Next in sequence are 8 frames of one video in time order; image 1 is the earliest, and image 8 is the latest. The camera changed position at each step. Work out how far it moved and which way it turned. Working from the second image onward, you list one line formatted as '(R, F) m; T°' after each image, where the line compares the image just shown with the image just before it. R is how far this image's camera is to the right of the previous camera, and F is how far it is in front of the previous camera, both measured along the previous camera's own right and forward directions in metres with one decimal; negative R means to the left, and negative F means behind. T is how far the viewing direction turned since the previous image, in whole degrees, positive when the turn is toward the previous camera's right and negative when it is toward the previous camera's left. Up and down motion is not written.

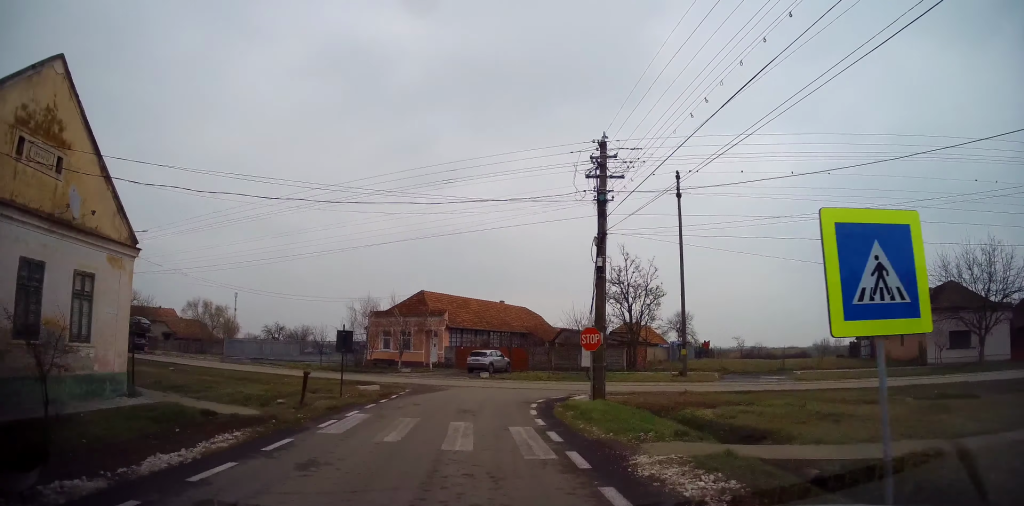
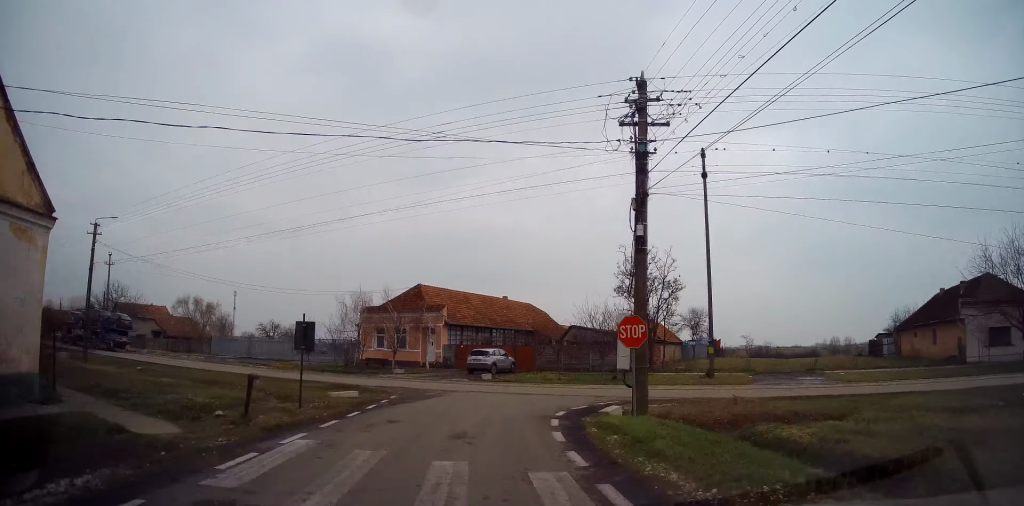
(0.0, +4.1) m; 0°
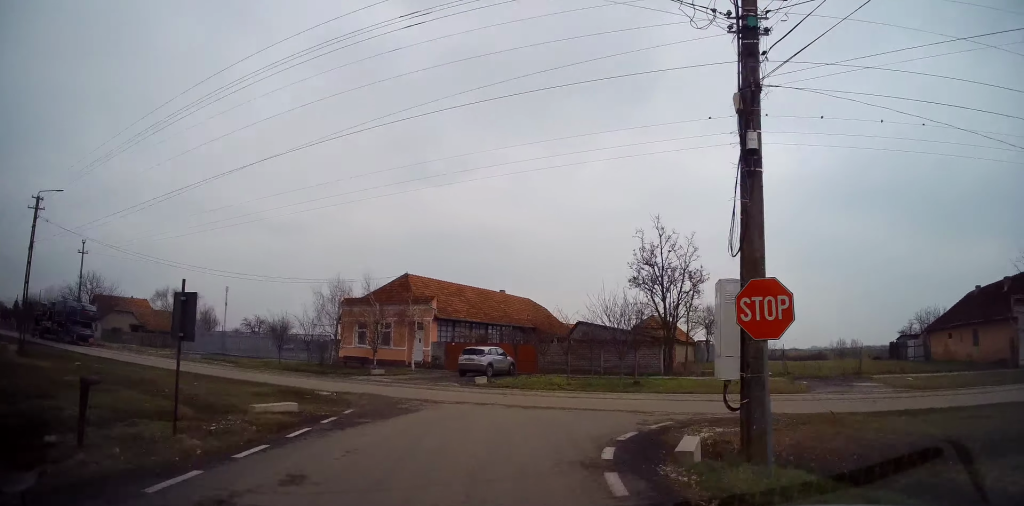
(0.0, +5.6) m; 0°
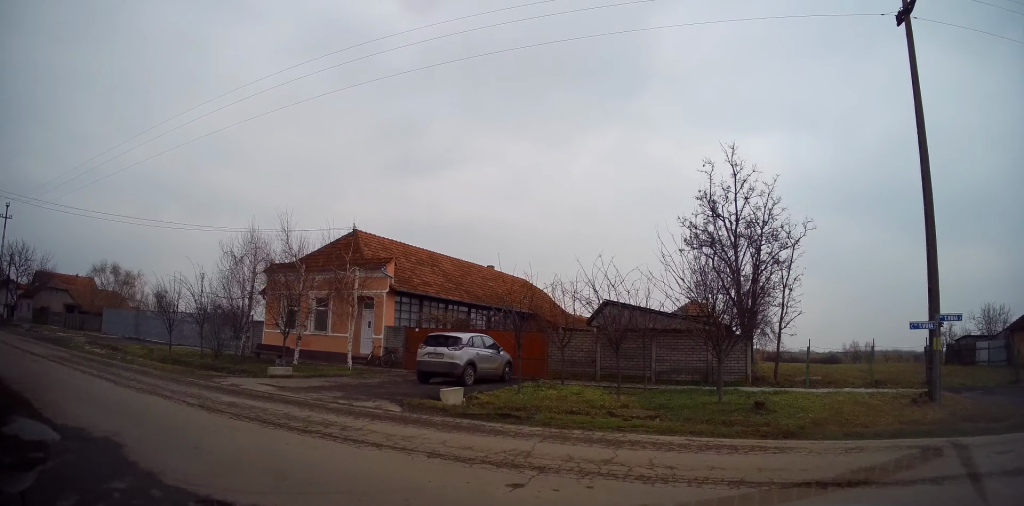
(+0.1, +14.5) m; -1°
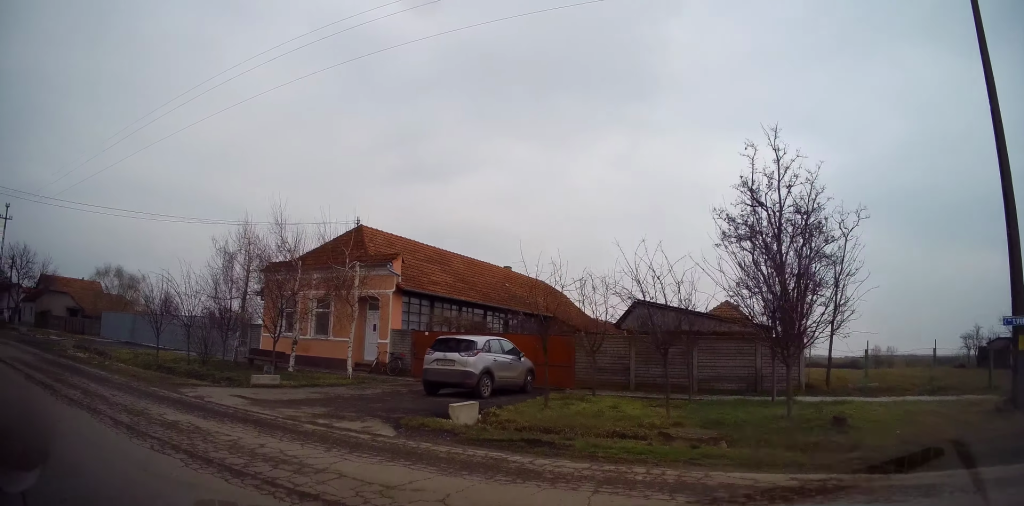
(-0.5, +5.0) m; -14°
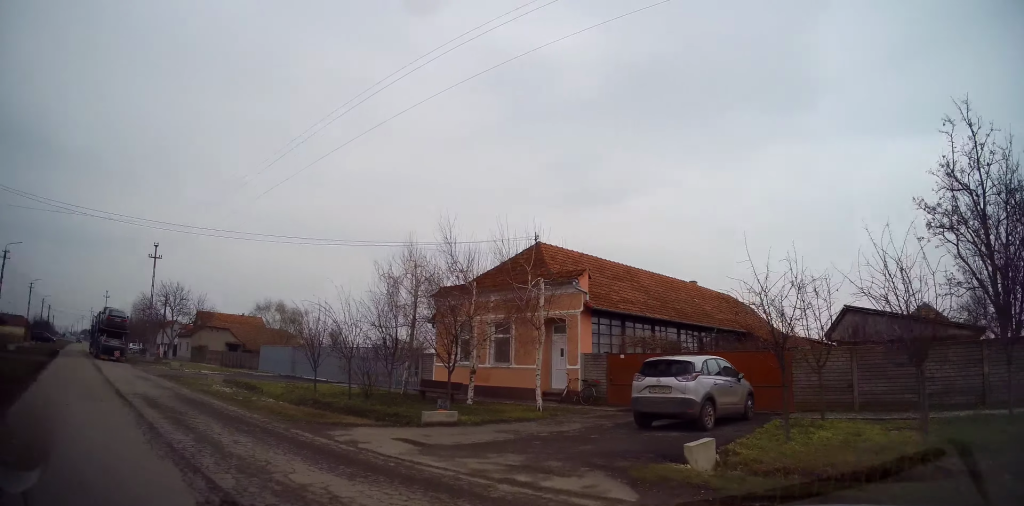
(-0.4, +3.2) m; -16°
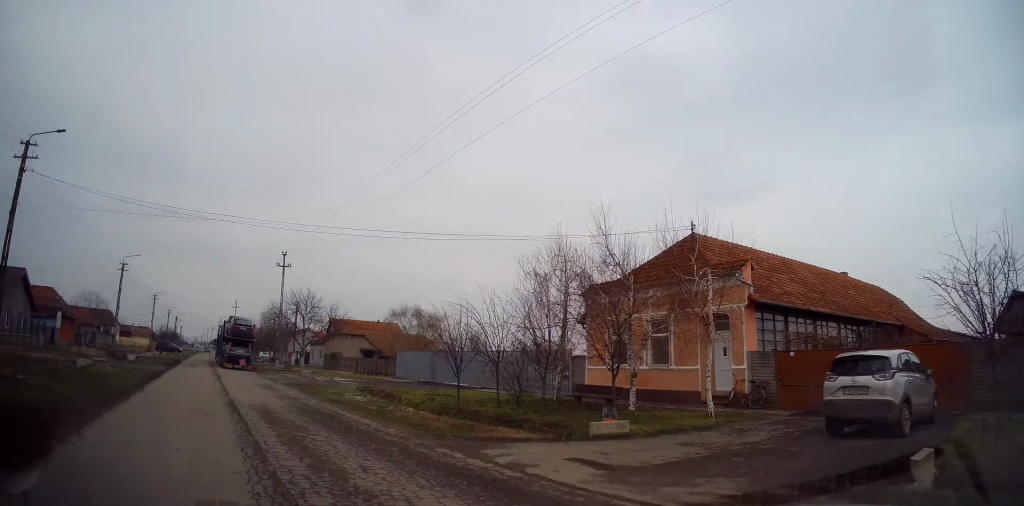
(-0.1, +1.6) m; -8°
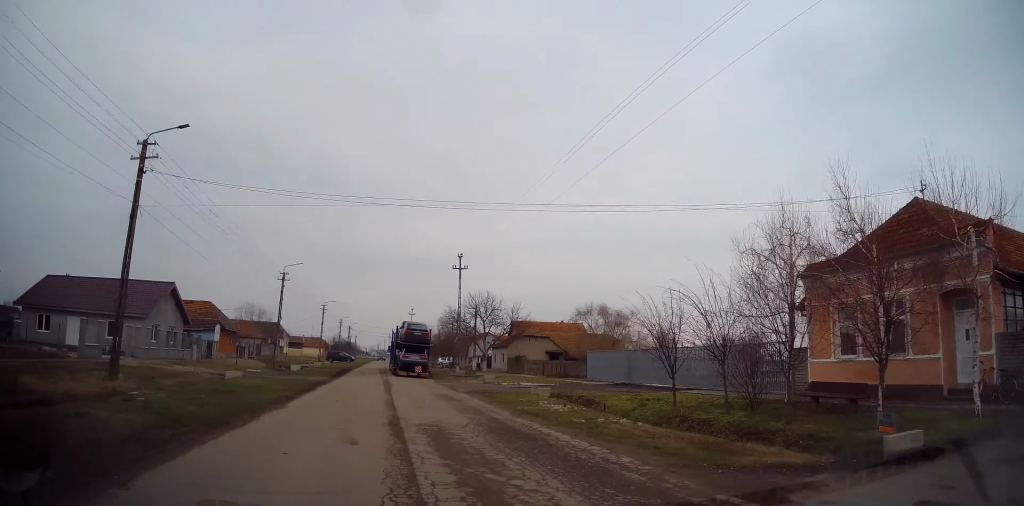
(-0.2, +2.4) m; -9°
